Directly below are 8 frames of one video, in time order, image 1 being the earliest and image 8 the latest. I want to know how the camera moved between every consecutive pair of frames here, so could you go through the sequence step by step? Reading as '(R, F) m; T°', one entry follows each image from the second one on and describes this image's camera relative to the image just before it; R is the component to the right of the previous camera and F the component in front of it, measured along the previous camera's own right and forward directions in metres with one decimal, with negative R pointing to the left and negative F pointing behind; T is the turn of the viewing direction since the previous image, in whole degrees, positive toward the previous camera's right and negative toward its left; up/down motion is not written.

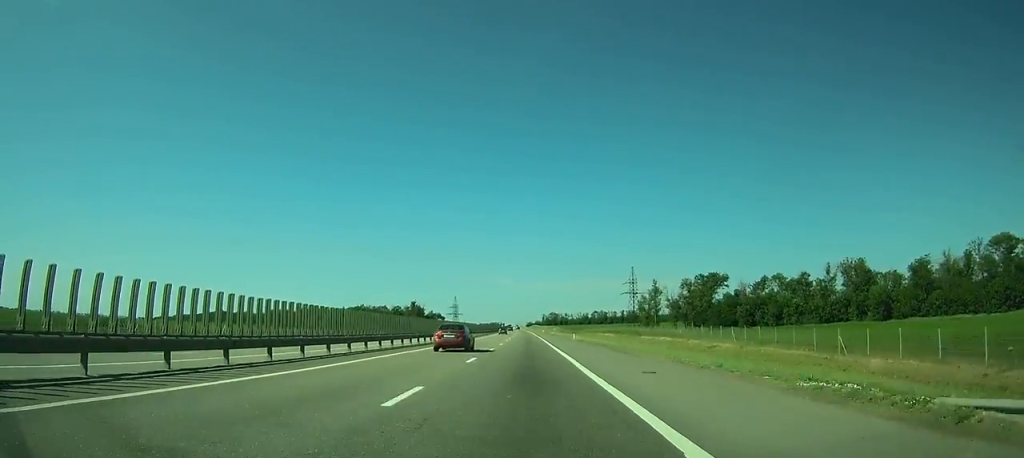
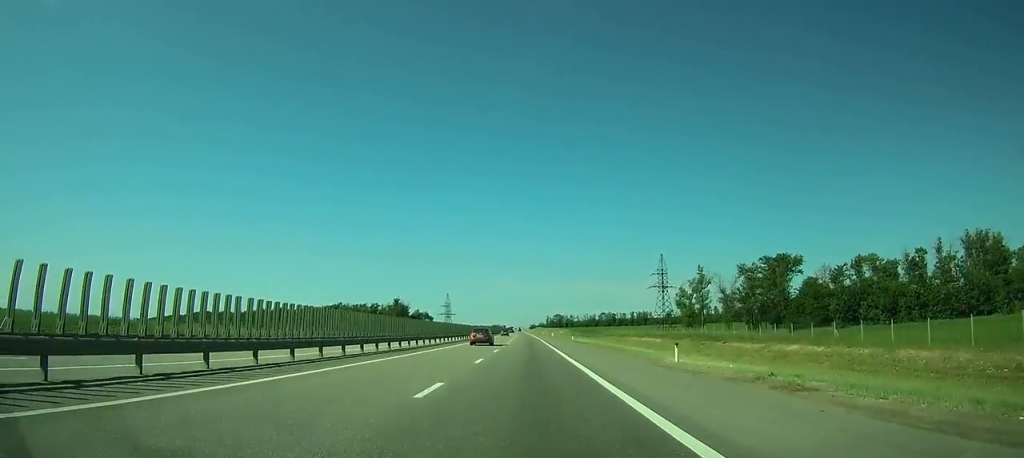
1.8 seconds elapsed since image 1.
(0.0, +45.1) m; 0°
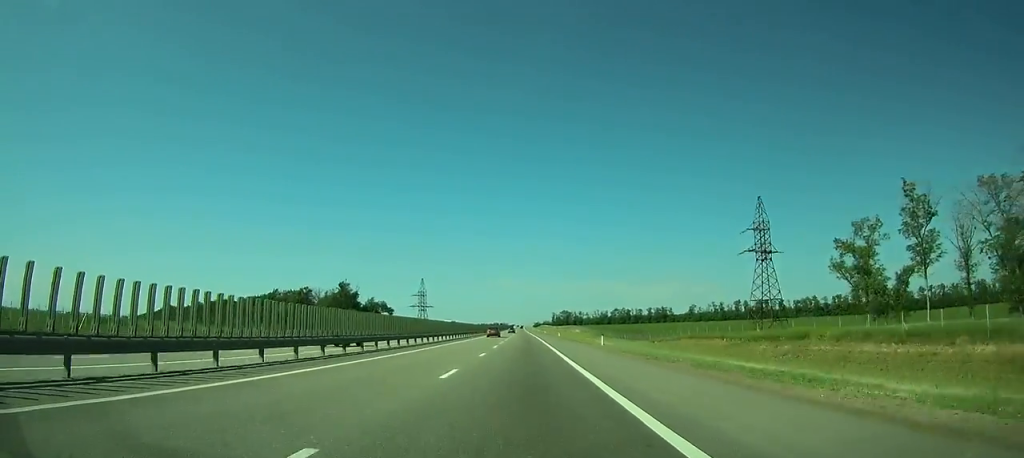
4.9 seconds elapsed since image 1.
(-0.1, +77.9) m; 0°
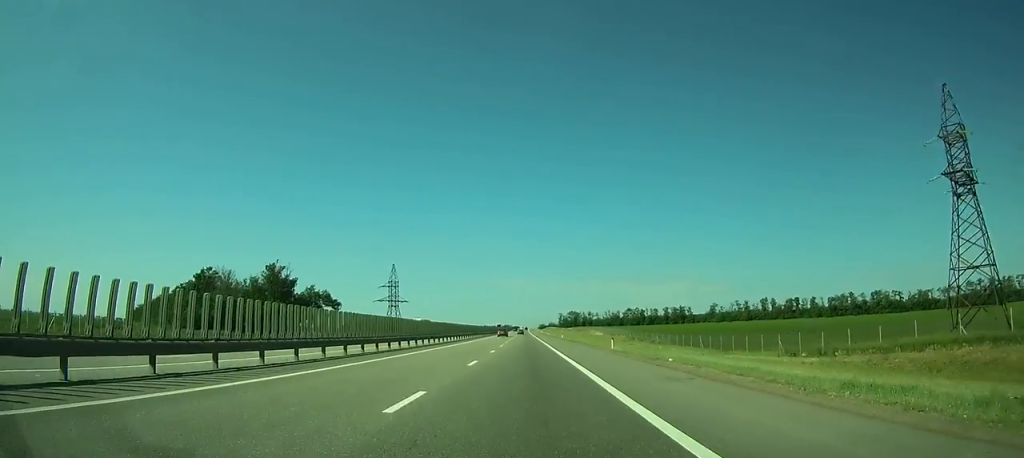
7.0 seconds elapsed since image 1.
(-0.1, +54.9) m; 0°
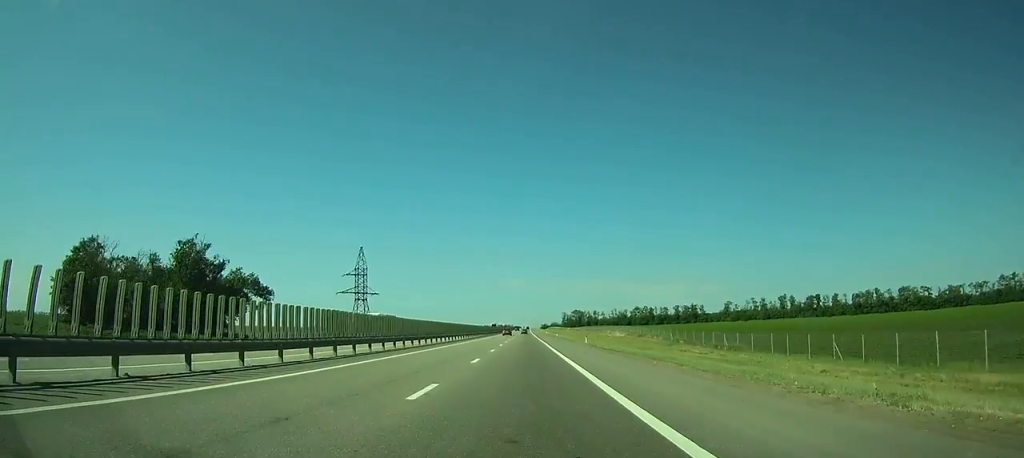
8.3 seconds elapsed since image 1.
(-0.1, +34.7) m; 0°
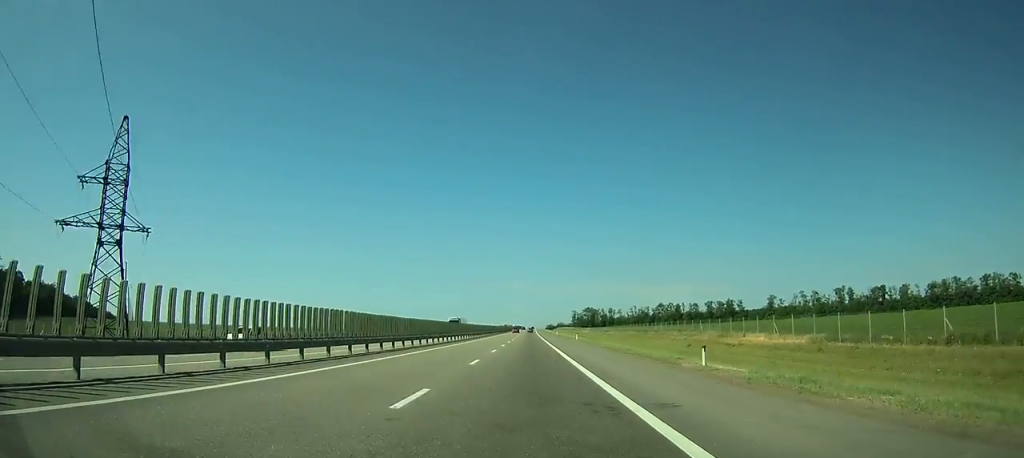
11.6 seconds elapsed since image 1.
(0.0, +88.1) m; 0°
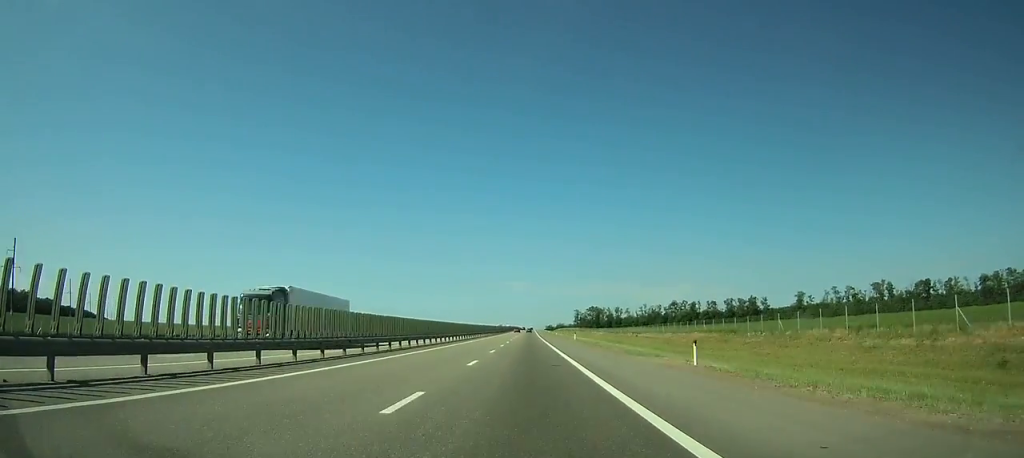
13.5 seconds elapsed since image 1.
(-0.2, +49.7) m; 0°
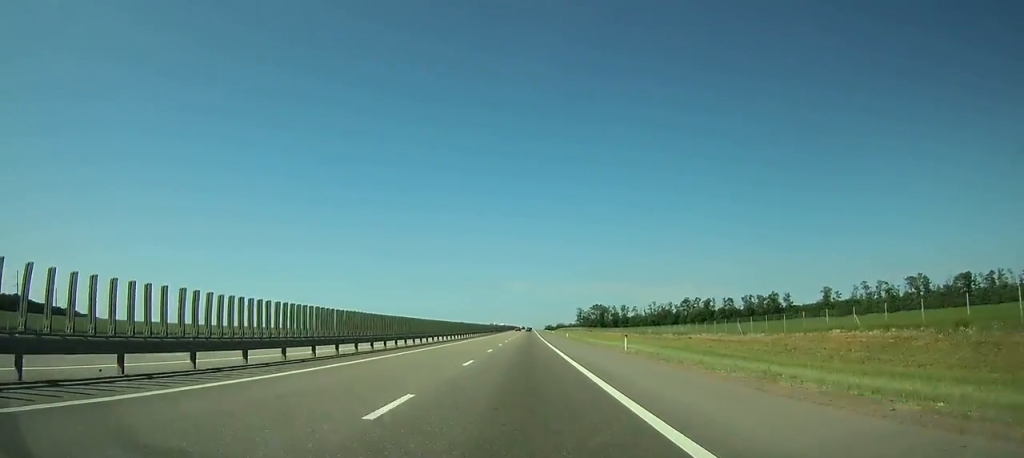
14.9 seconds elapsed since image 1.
(-0.1, +36.5) m; 0°
